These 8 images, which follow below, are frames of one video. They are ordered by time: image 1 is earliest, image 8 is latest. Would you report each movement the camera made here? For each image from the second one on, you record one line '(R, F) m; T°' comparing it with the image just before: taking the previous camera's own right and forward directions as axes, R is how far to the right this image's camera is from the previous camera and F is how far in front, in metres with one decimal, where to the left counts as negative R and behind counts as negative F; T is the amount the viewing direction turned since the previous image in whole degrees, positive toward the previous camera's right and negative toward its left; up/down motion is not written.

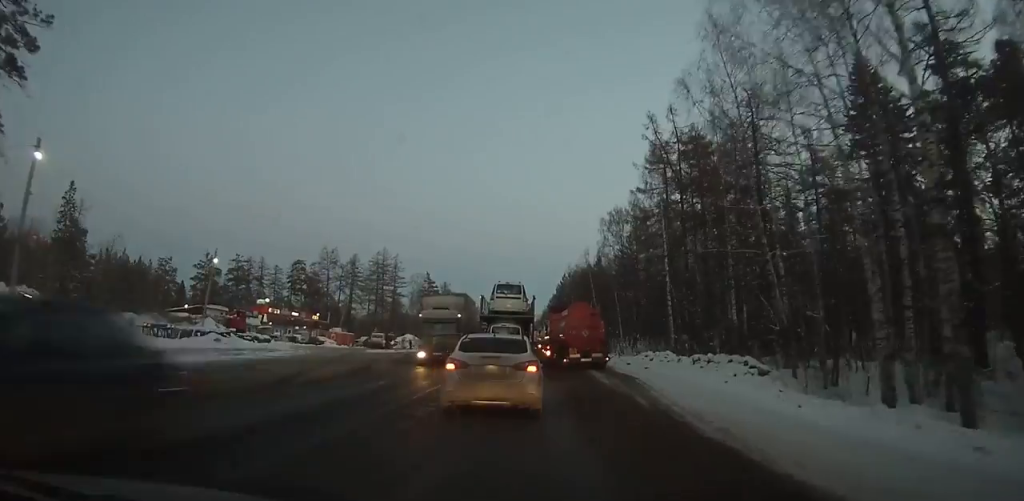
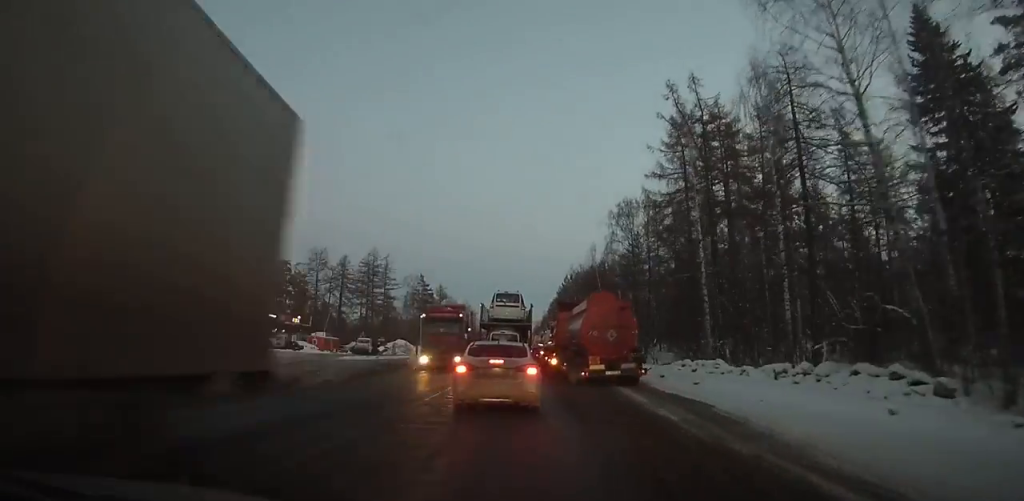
(-0.2, +8.6) m; -2°
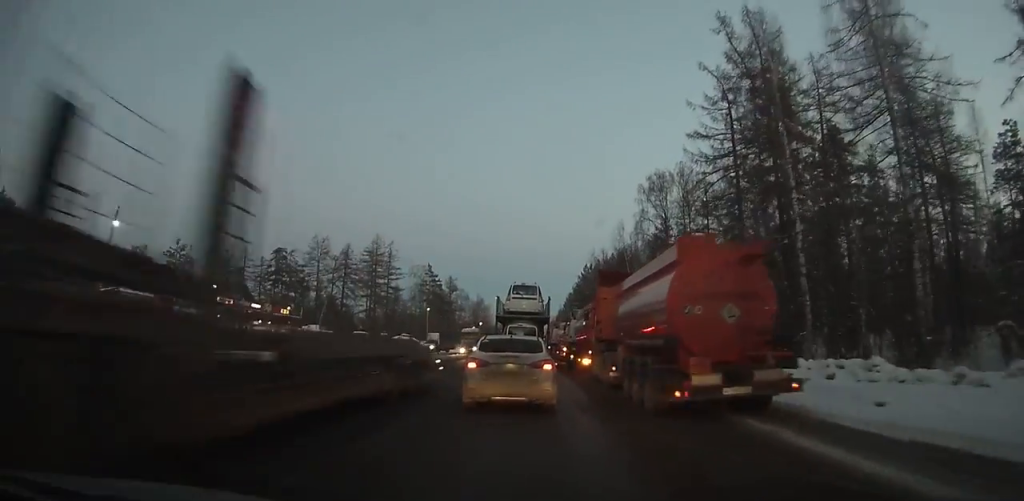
(0.0, +7.4) m; -1°
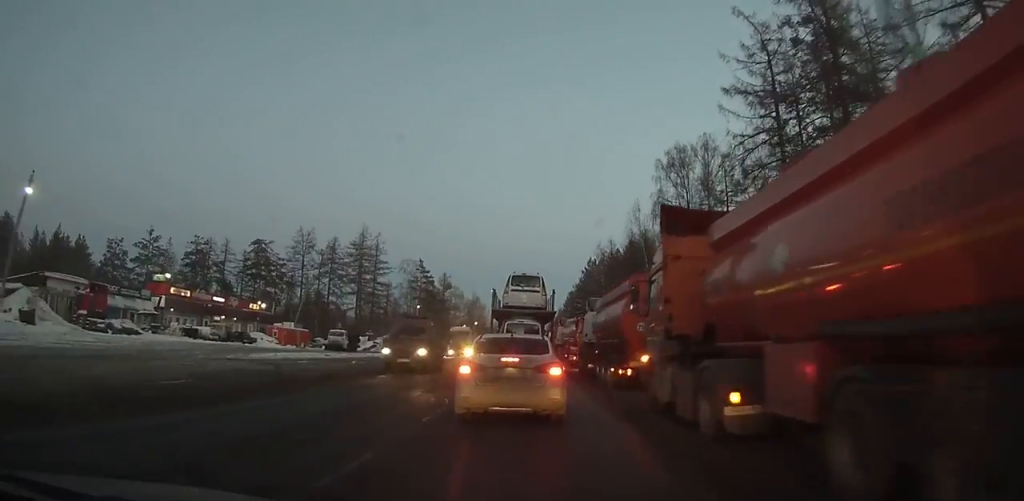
(0.0, +6.4) m; 0°
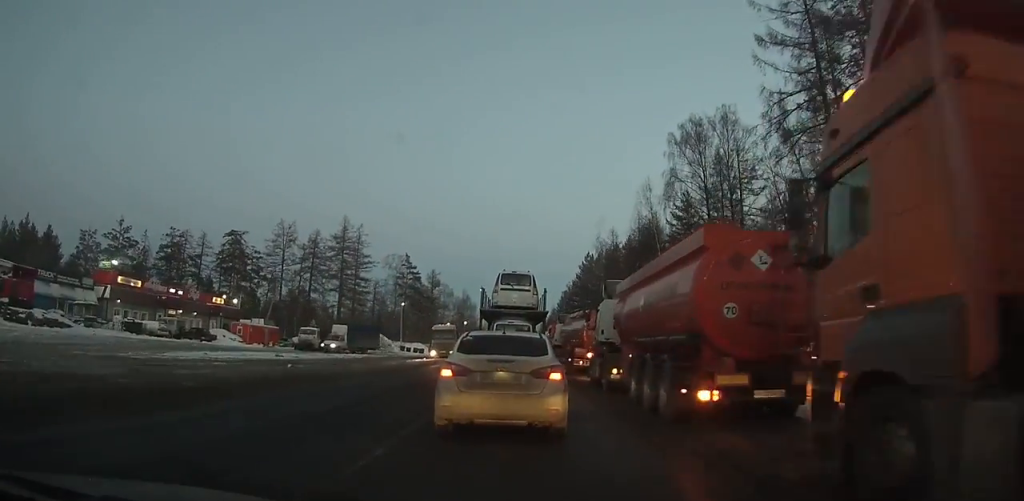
(0.0, +7.7) m; 0°
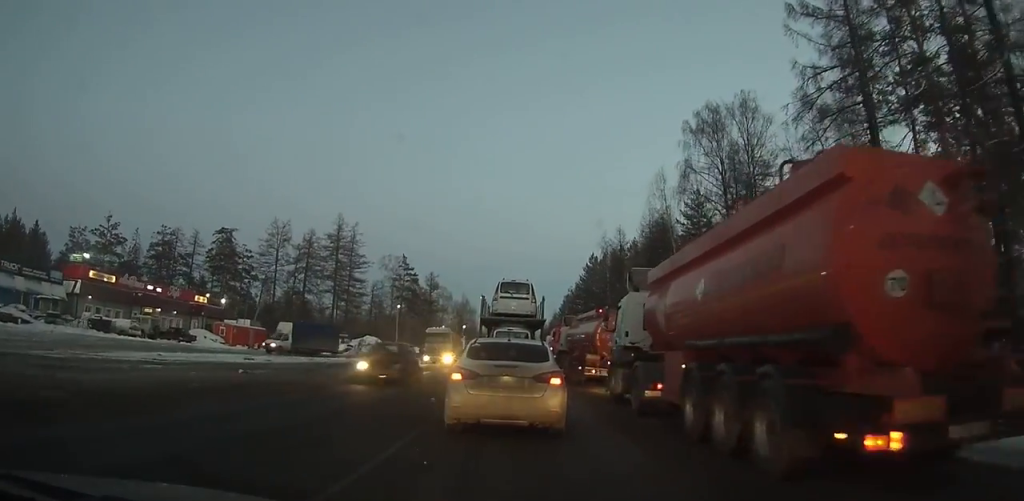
(0.0, +5.3) m; 0°
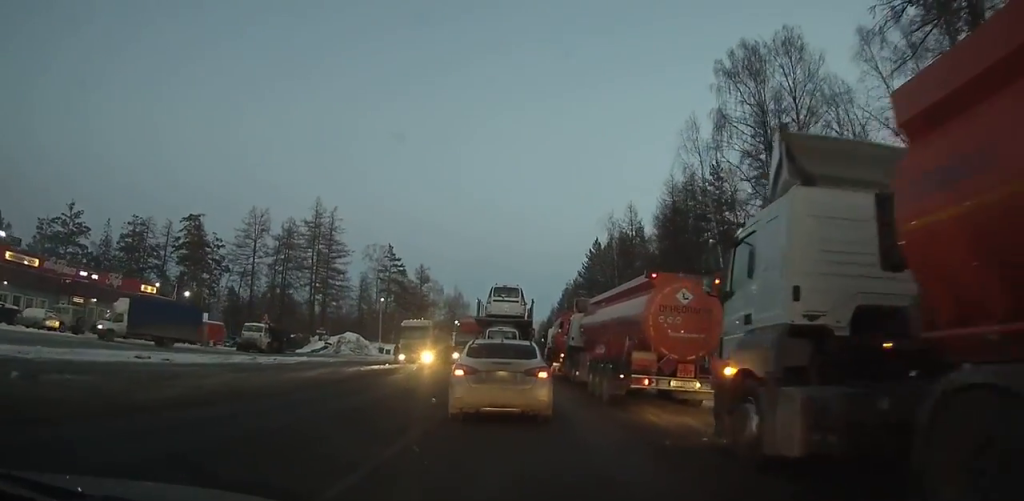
(-0.1, +11.8) m; 0°
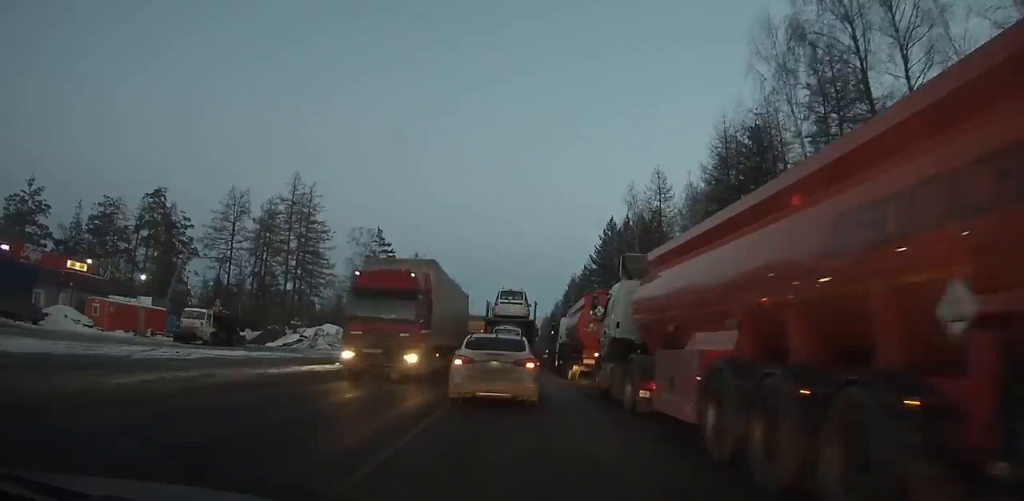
(0.0, +13.9) m; +1°
